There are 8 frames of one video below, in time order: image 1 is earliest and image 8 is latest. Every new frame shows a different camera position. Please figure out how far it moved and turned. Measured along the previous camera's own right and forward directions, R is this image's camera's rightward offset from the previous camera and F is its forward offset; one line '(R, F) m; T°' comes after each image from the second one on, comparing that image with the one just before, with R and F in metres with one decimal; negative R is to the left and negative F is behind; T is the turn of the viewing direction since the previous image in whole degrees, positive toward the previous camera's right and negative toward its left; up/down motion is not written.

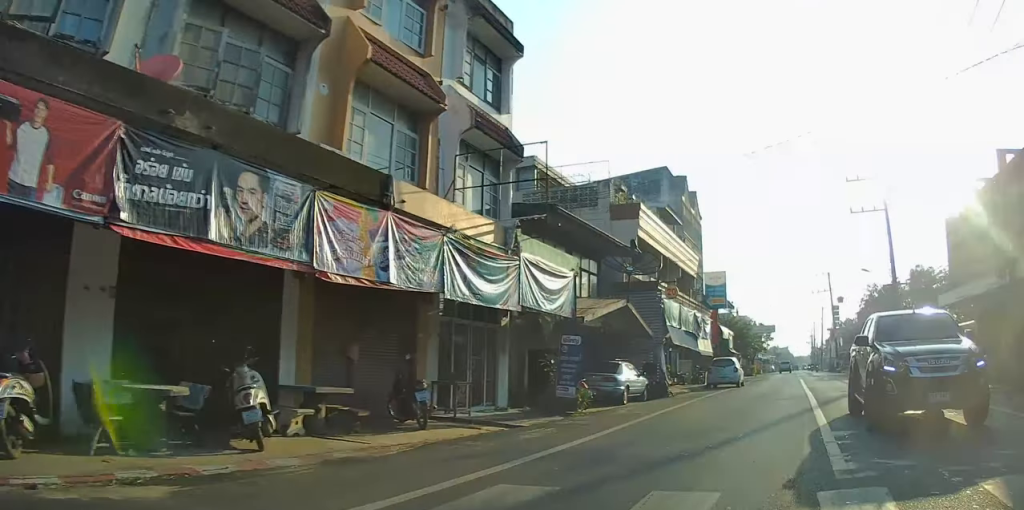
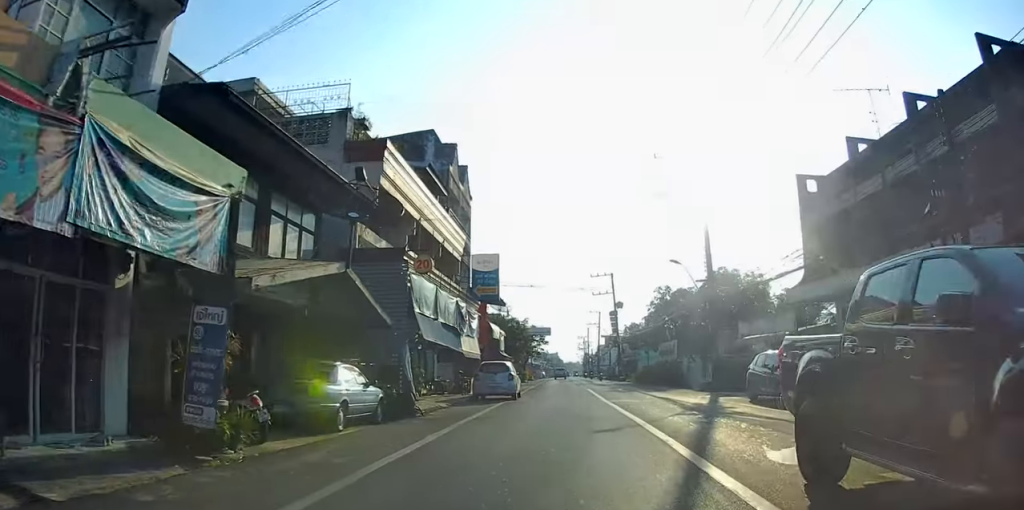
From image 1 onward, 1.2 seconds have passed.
(+0.8, +6.2) m; +17°
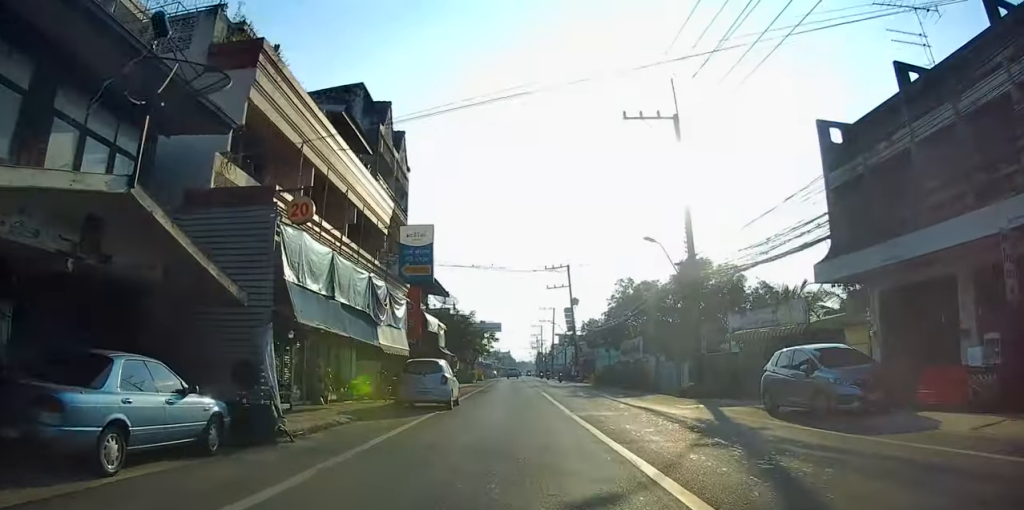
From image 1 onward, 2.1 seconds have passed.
(+0.4, +4.6) m; +8°
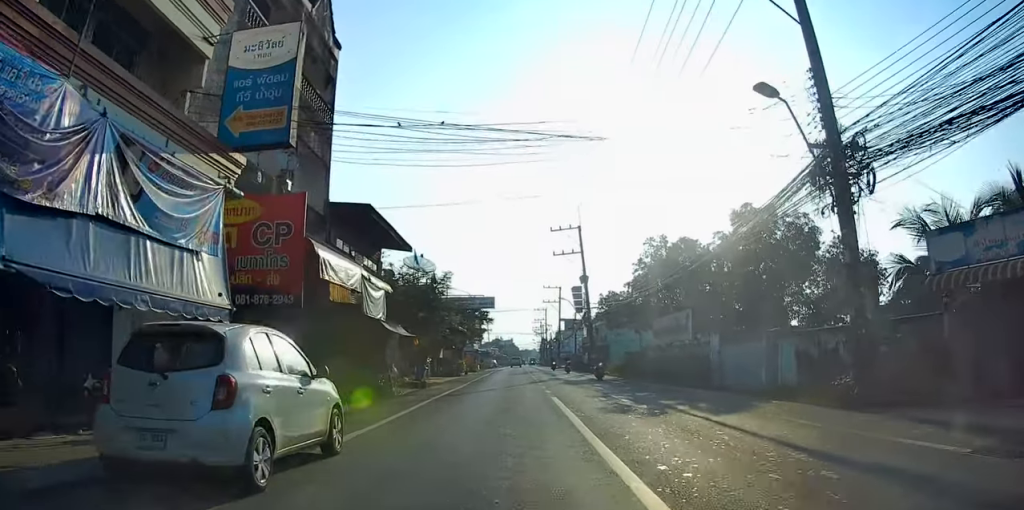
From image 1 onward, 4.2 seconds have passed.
(+1.7, +12.2) m; +6°
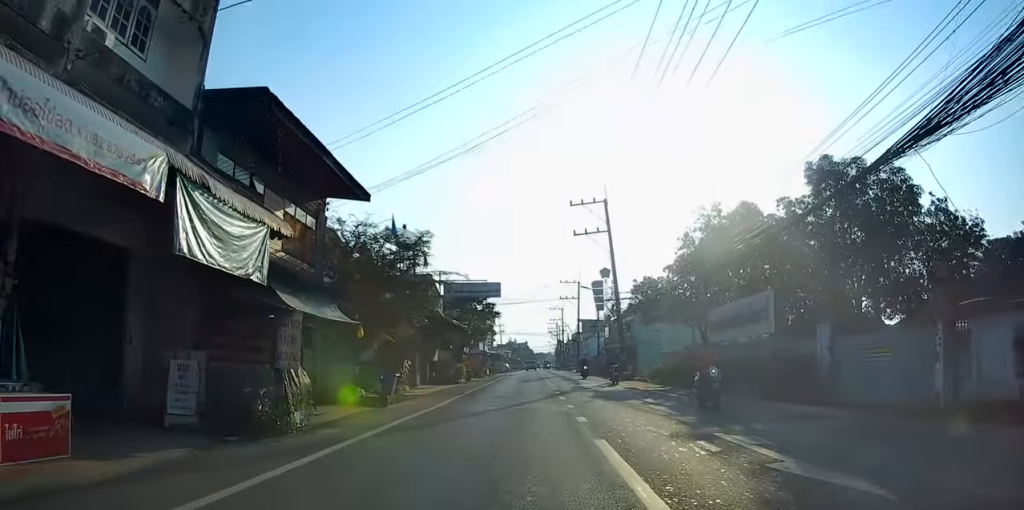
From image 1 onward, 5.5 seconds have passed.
(-0.9, +8.8) m; -7°
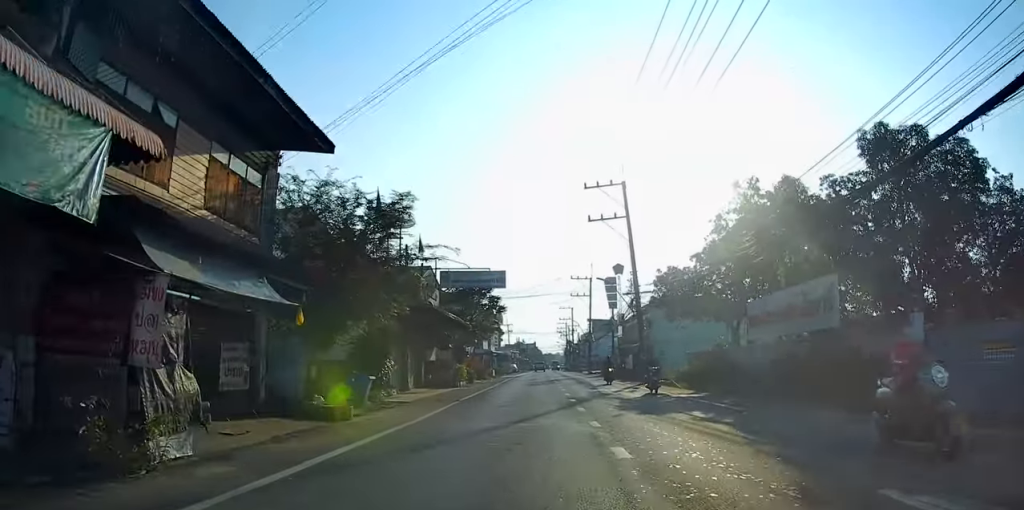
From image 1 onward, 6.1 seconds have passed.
(0.0, +4.3) m; +1°
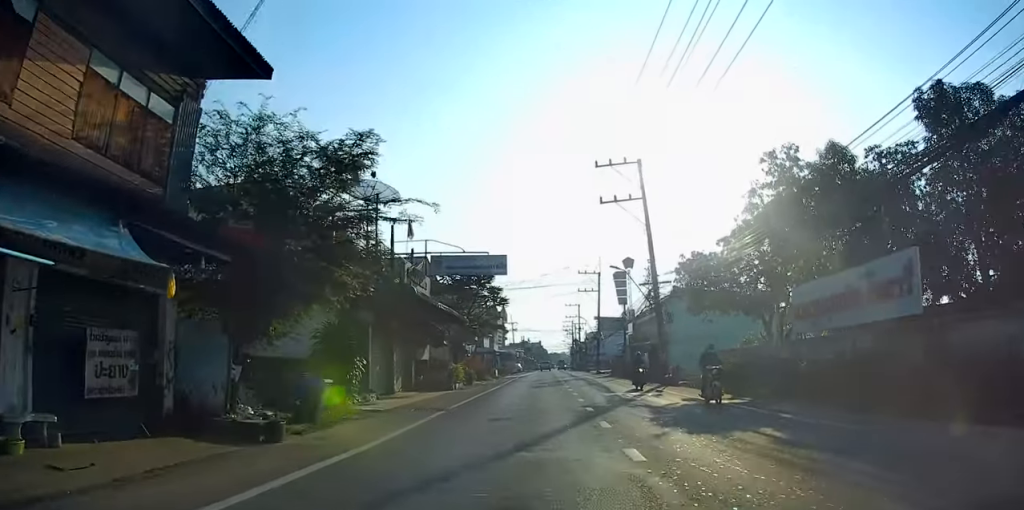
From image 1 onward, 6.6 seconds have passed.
(0.0, +3.8) m; +2°
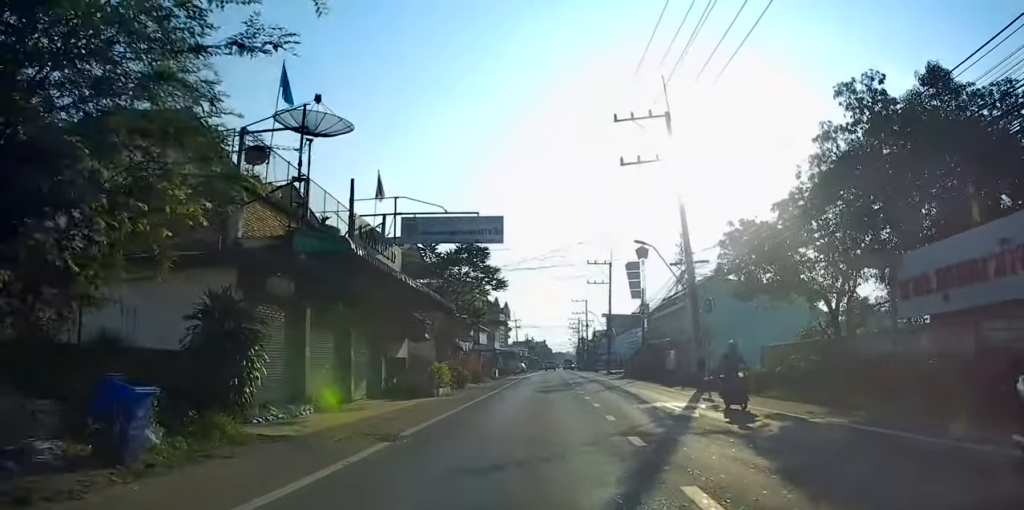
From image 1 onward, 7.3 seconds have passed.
(0.0, +6.1) m; +4°
